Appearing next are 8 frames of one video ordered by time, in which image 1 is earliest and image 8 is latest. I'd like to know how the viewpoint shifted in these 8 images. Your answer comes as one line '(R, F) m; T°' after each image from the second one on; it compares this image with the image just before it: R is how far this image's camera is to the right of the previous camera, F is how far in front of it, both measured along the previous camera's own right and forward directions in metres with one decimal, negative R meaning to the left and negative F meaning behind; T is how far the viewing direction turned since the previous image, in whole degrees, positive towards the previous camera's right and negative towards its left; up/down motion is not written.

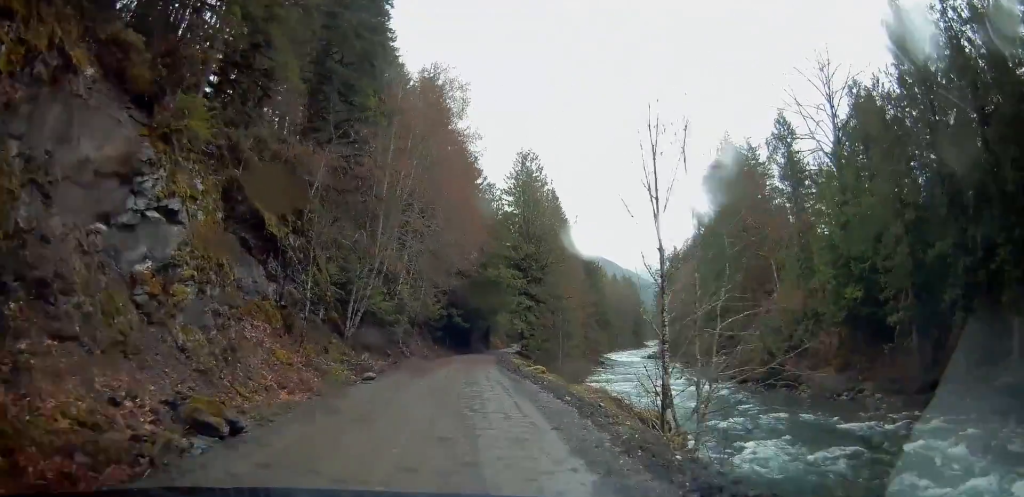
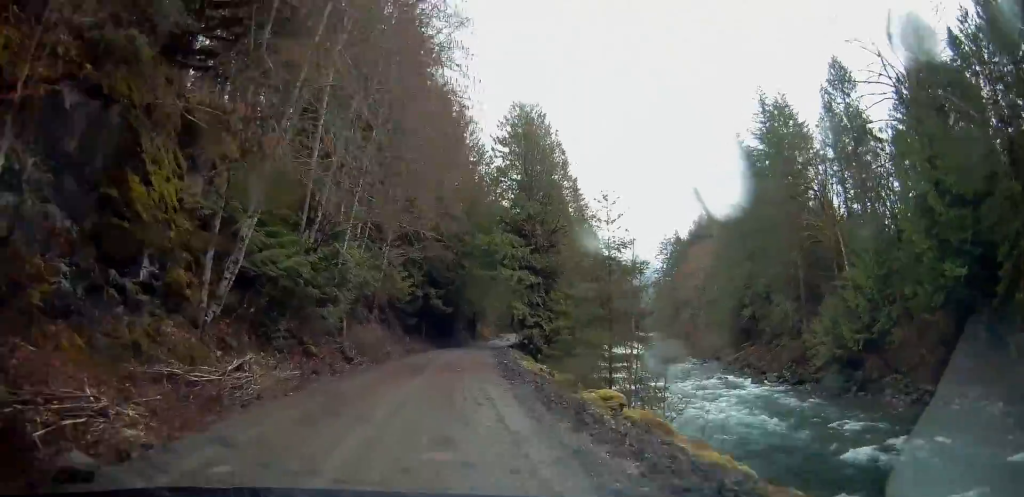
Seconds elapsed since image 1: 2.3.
(-0.1, +18.0) m; +2°
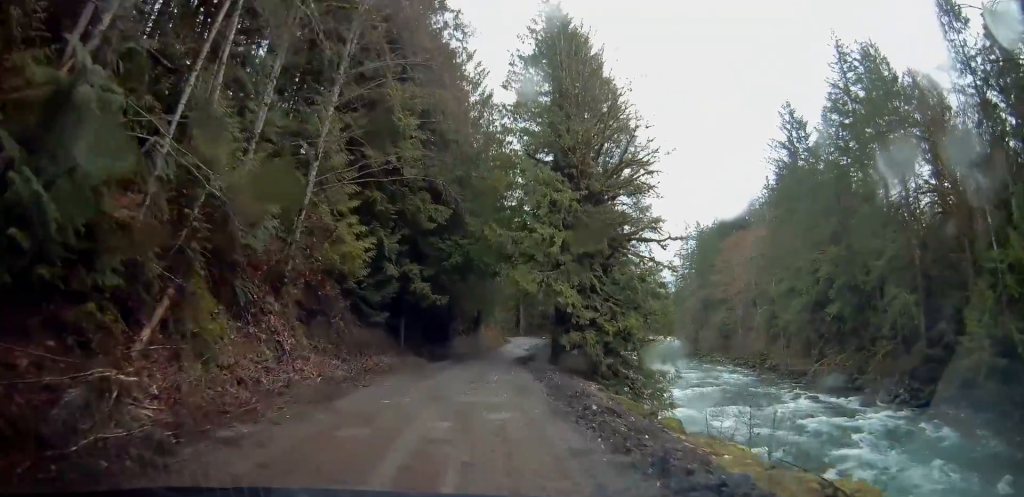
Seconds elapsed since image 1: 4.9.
(+0.5, +21.4) m; +2°
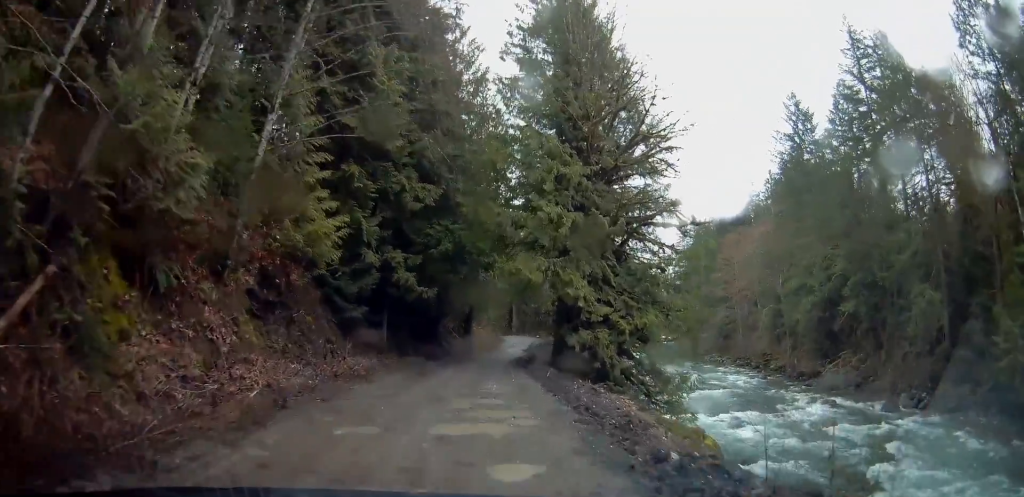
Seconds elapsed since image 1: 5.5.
(+0.1, +4.5) m; 0°
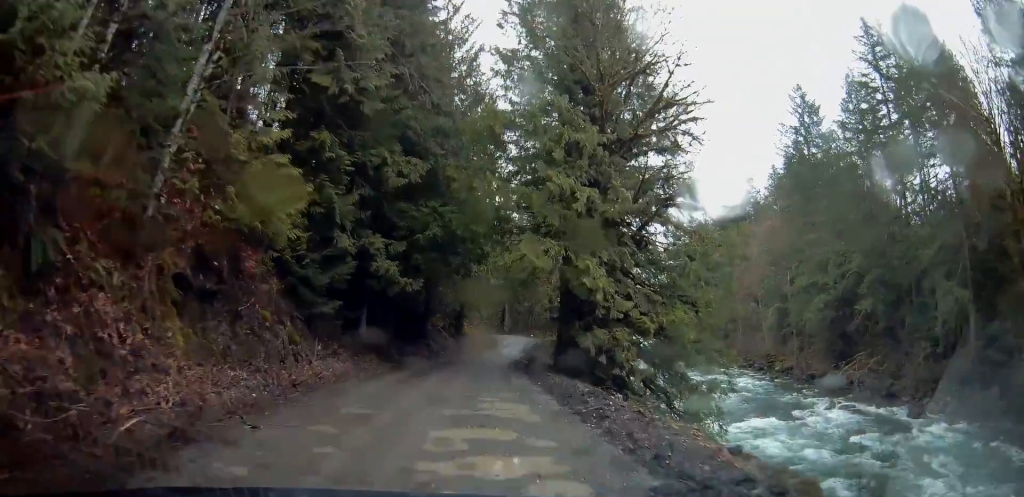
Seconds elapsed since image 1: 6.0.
(-0.1, +4.4) m; 0°
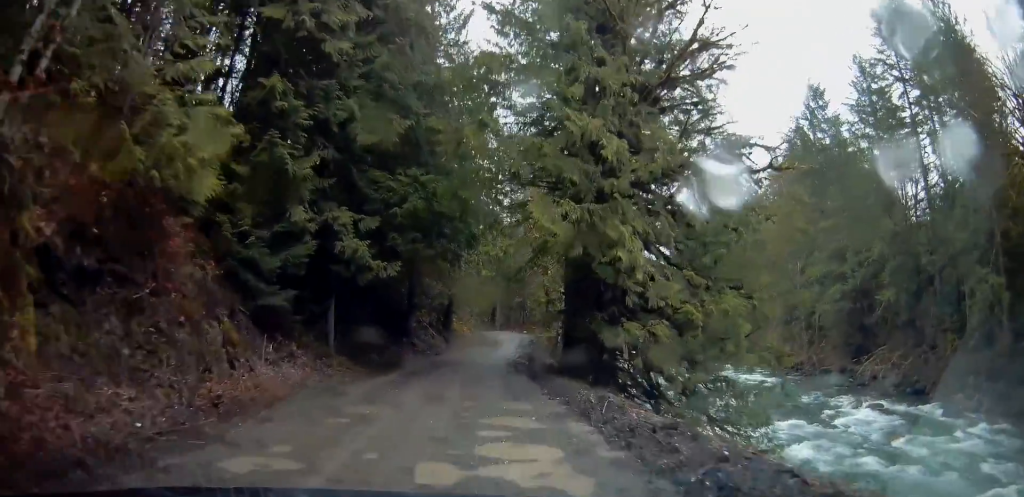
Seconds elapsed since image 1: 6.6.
(-0.1, +5.1) m; 0°
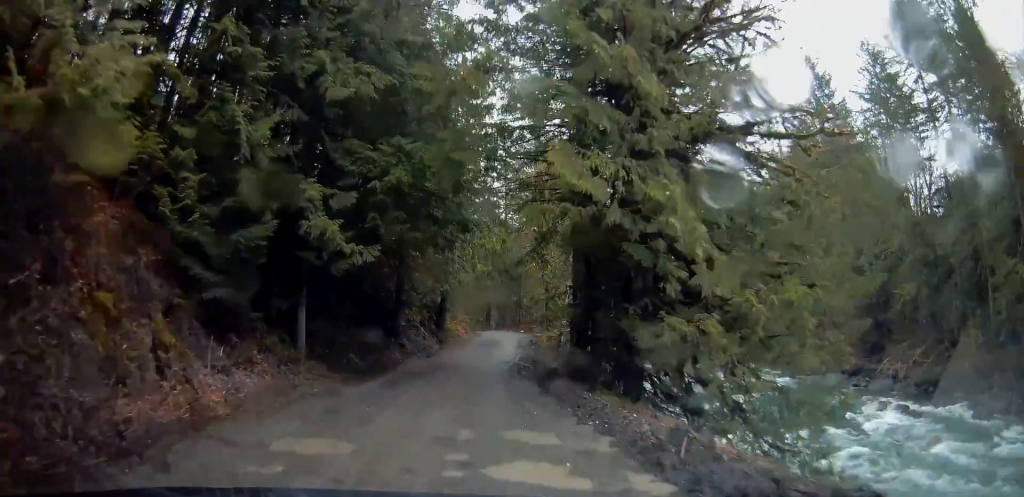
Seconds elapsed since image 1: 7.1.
(+0.1, +3.6) m; 0°
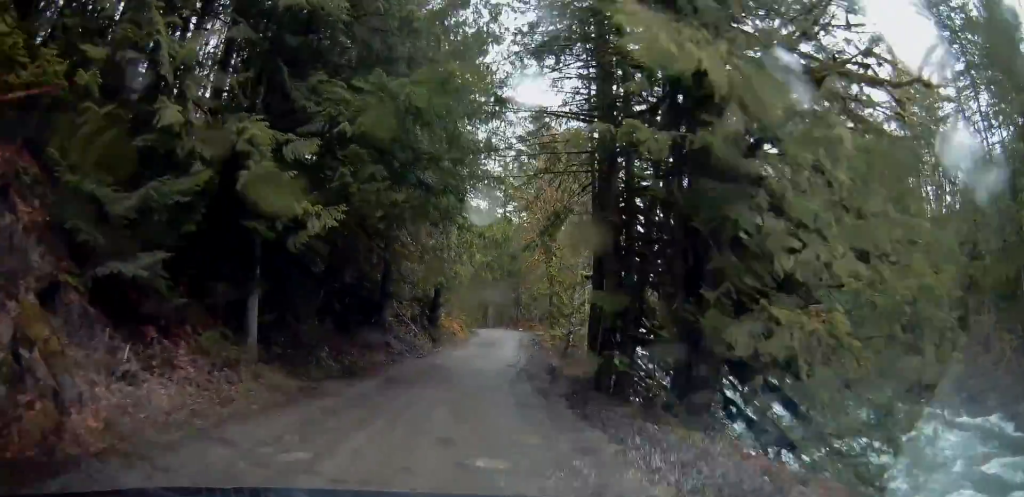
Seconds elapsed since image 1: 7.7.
(0.0, +4.6) m; 0°
